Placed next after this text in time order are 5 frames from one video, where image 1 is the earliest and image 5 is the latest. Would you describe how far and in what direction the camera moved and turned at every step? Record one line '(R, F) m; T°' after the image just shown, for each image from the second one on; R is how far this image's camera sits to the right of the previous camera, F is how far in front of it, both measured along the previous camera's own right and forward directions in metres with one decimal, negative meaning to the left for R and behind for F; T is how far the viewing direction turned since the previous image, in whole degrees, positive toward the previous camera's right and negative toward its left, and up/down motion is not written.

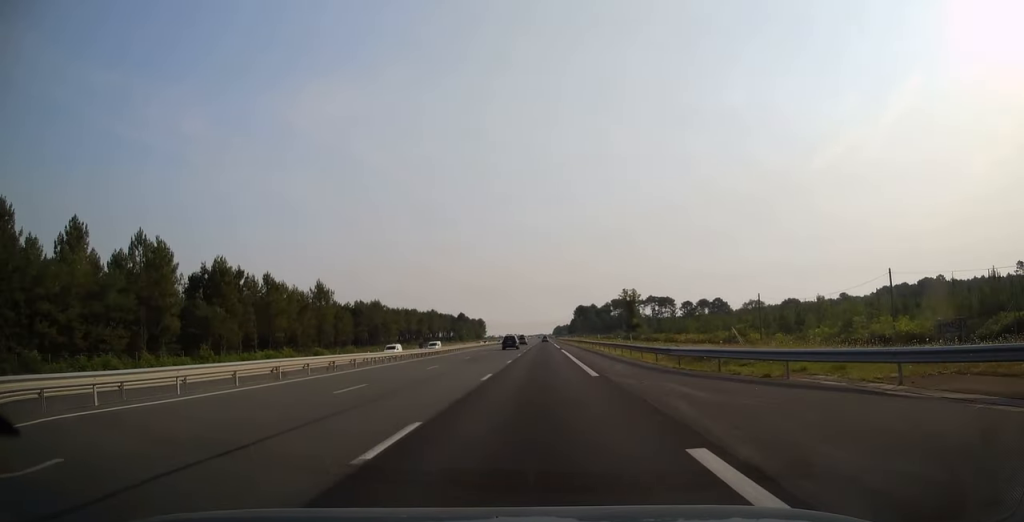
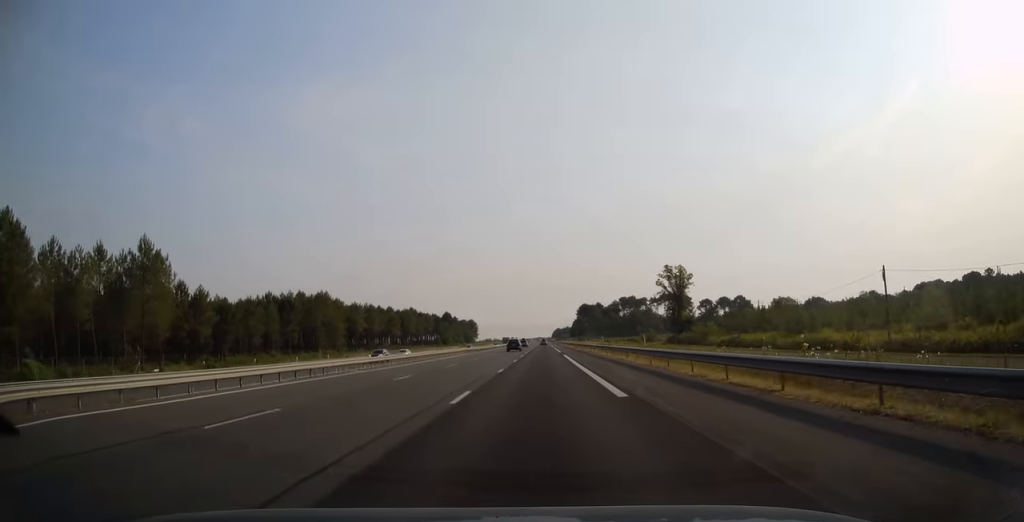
(+0.3, +58.8) m; 0°
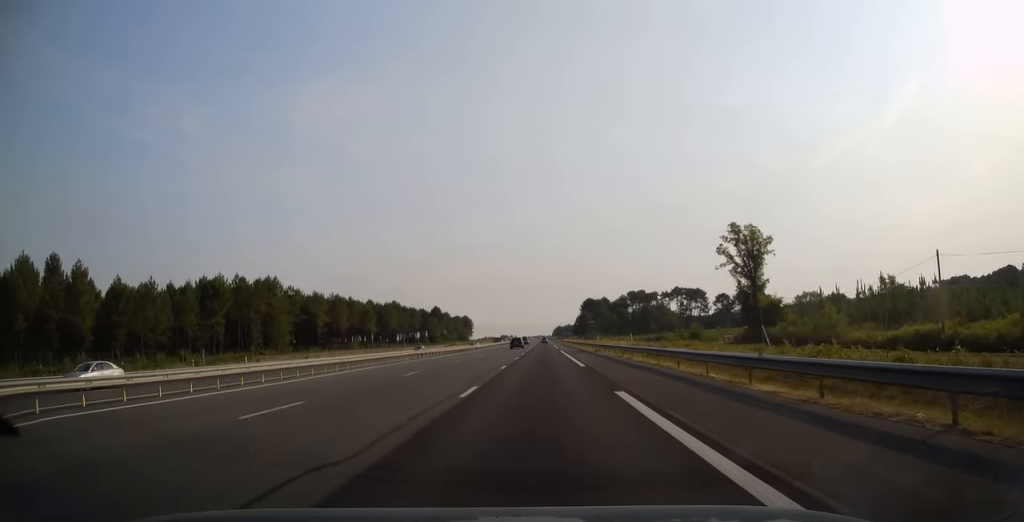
(-0.1, +38.2) m; 0°
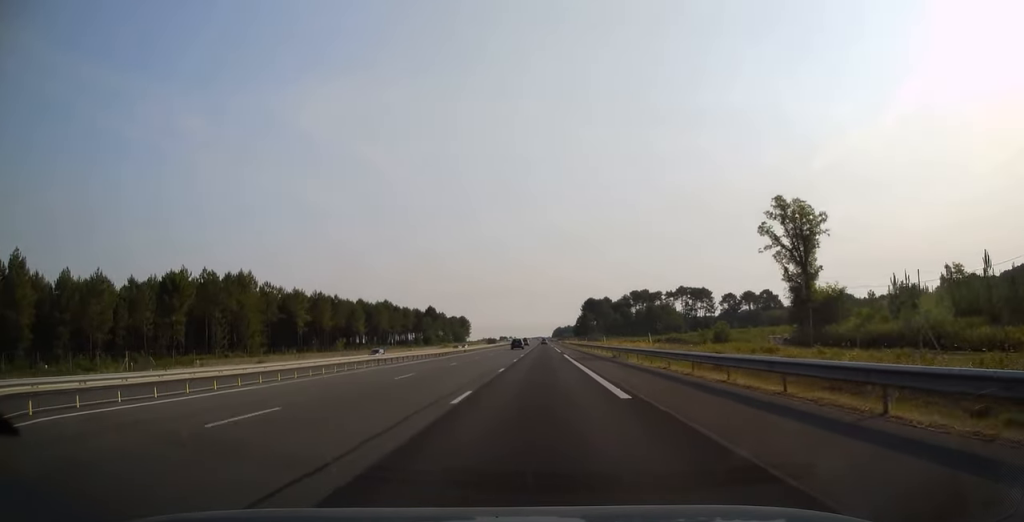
(+0.1, +14.3) m; 0°
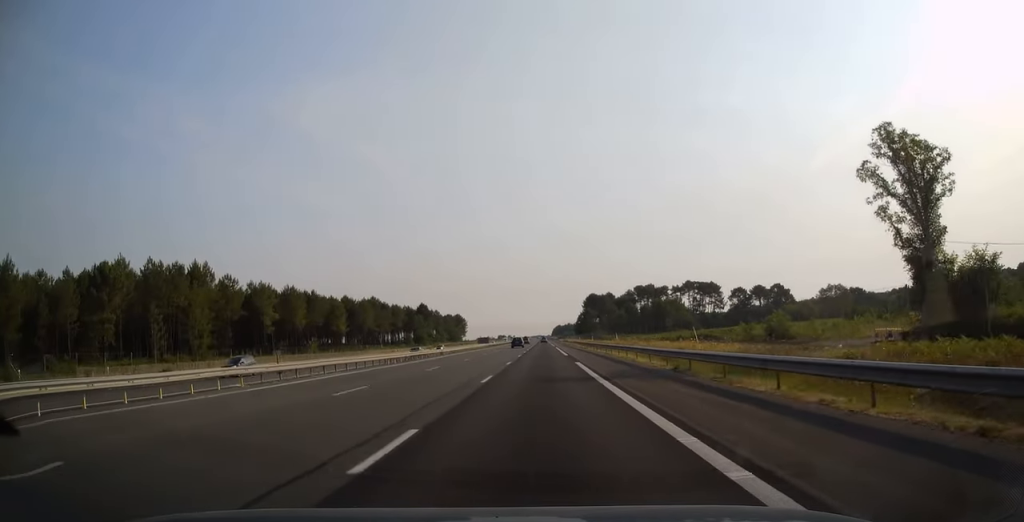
(-0.1, +19.8) m; 0°
